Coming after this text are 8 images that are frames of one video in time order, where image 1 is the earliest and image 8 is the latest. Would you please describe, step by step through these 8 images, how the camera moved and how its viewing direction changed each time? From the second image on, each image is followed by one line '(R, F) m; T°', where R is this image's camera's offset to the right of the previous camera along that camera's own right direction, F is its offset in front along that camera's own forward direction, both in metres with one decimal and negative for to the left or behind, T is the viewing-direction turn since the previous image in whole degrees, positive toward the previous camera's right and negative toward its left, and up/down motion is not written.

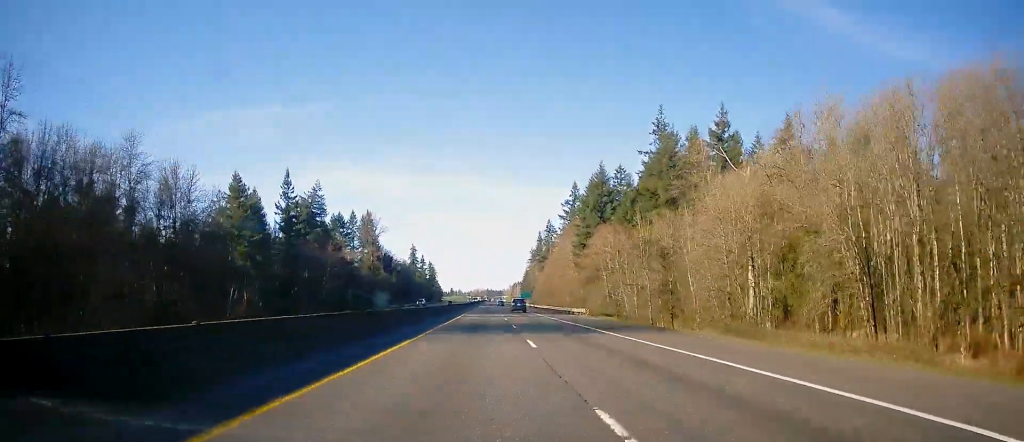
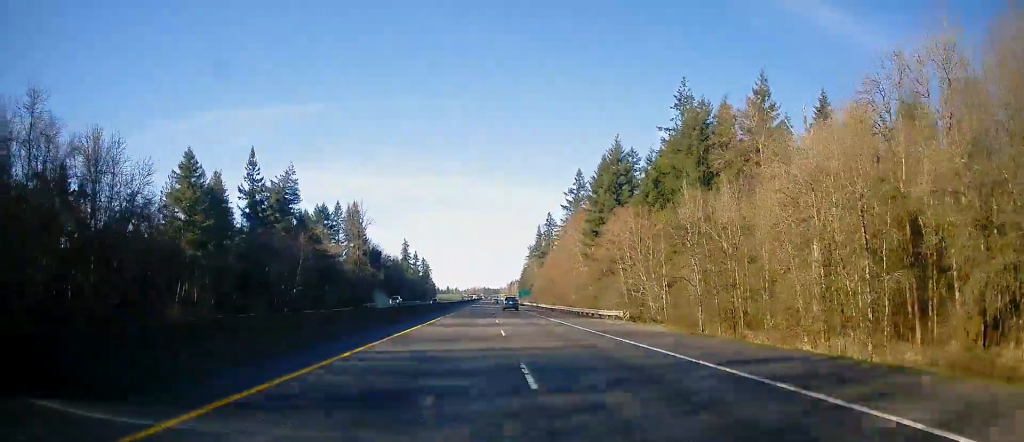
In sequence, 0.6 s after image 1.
(+0.2, +20.1) m; 0°
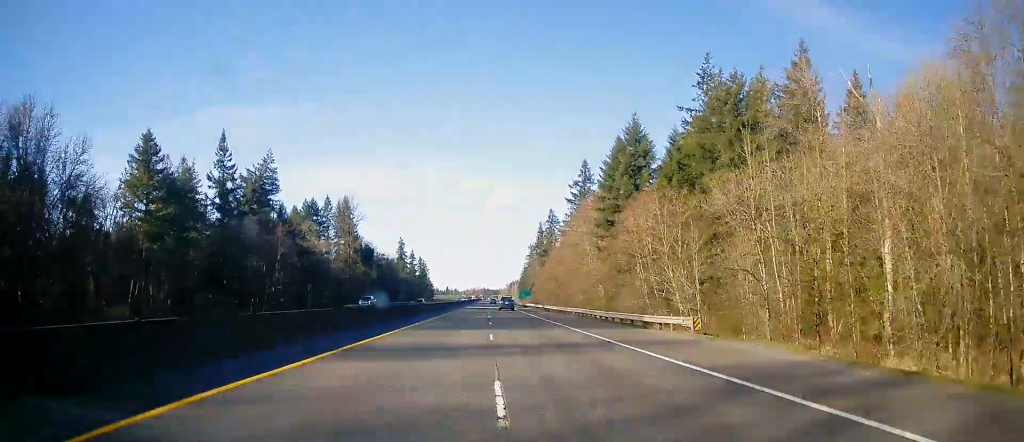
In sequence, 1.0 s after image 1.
(0.0, +14.5) m; 0°
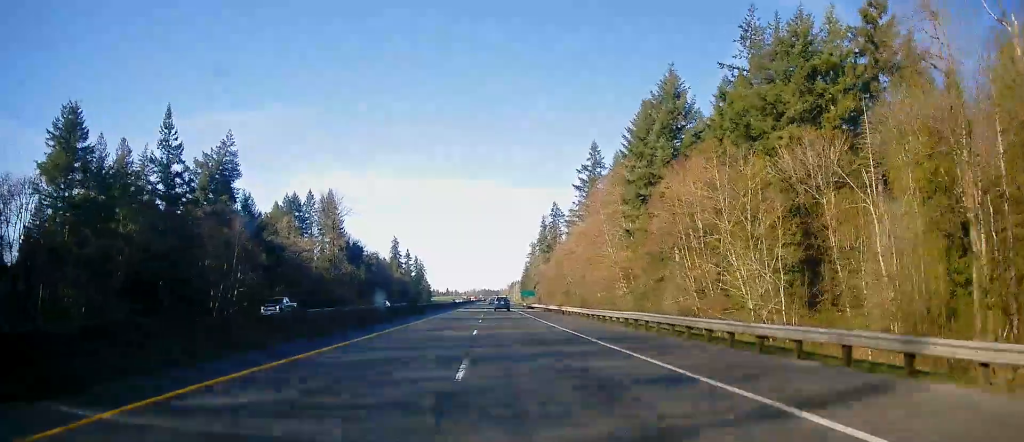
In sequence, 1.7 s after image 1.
(0.0, +21.2) m; 0°
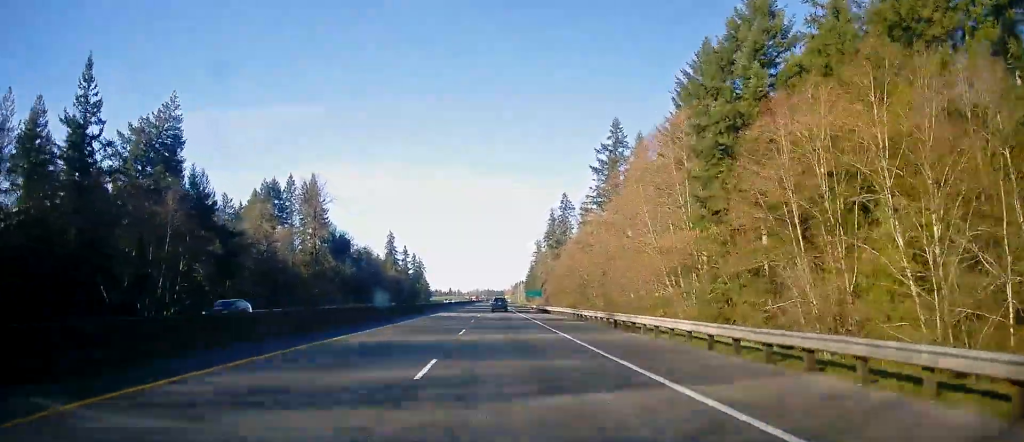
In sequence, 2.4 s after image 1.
(-0.2, +24.6) m; 0°
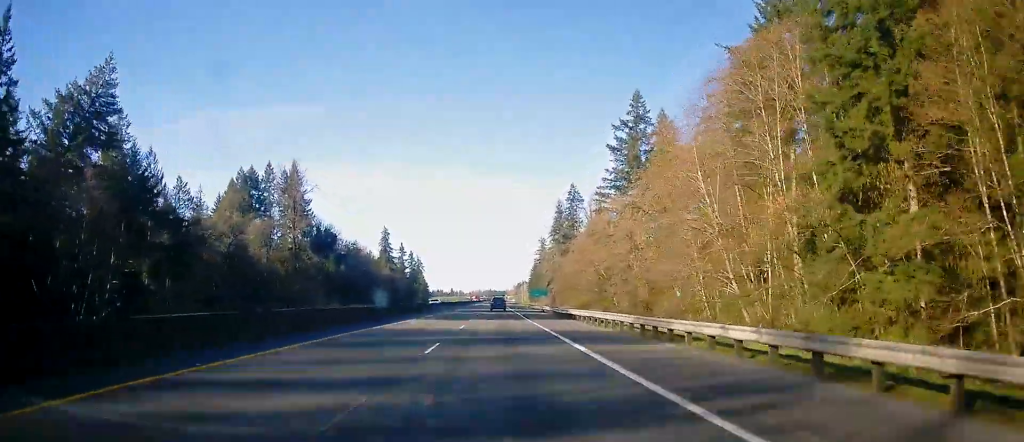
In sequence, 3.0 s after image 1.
(0.0, +21.2) m; 0°
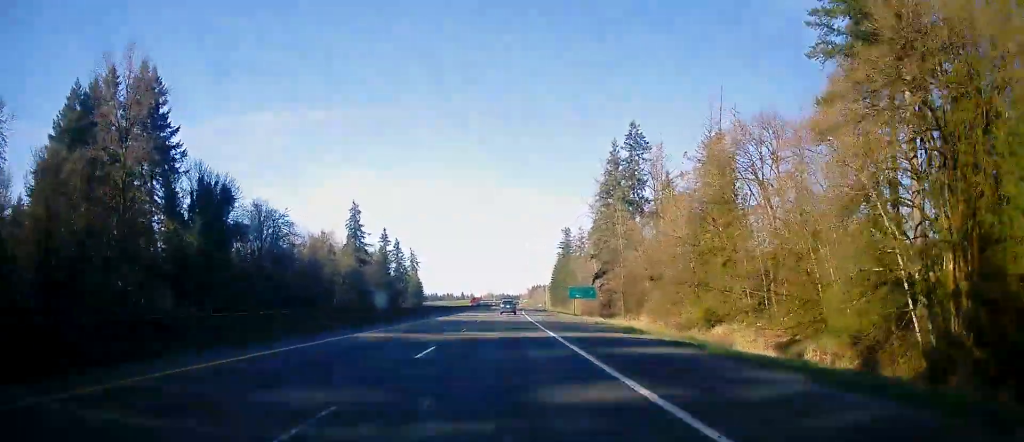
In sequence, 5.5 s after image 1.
(-1.0, +84.1) m; -1°
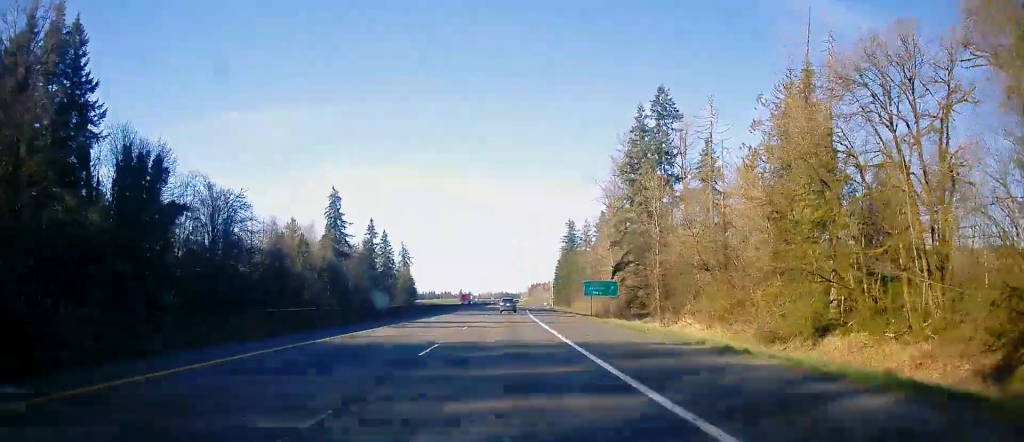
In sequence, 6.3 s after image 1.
(+0.1, +24.3) m; 0°
